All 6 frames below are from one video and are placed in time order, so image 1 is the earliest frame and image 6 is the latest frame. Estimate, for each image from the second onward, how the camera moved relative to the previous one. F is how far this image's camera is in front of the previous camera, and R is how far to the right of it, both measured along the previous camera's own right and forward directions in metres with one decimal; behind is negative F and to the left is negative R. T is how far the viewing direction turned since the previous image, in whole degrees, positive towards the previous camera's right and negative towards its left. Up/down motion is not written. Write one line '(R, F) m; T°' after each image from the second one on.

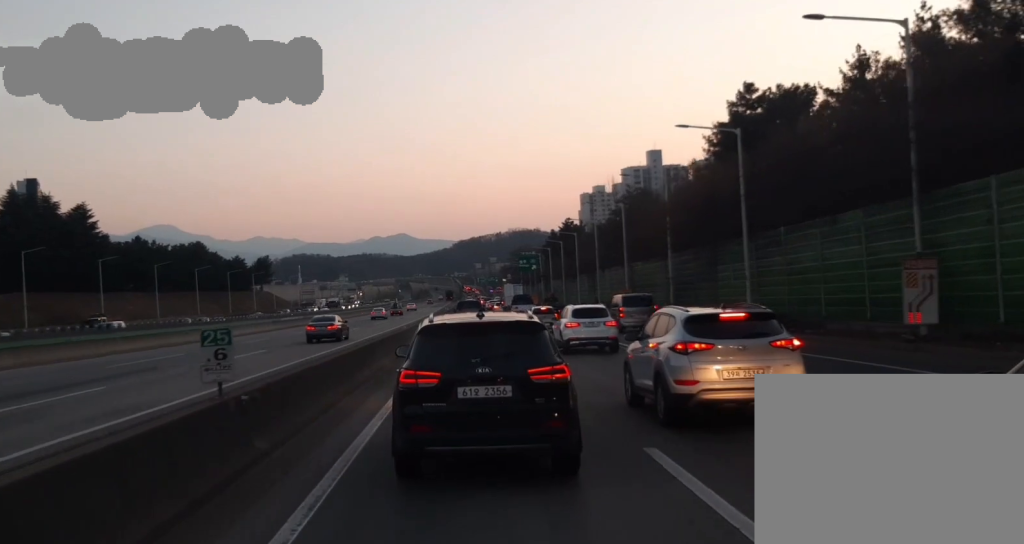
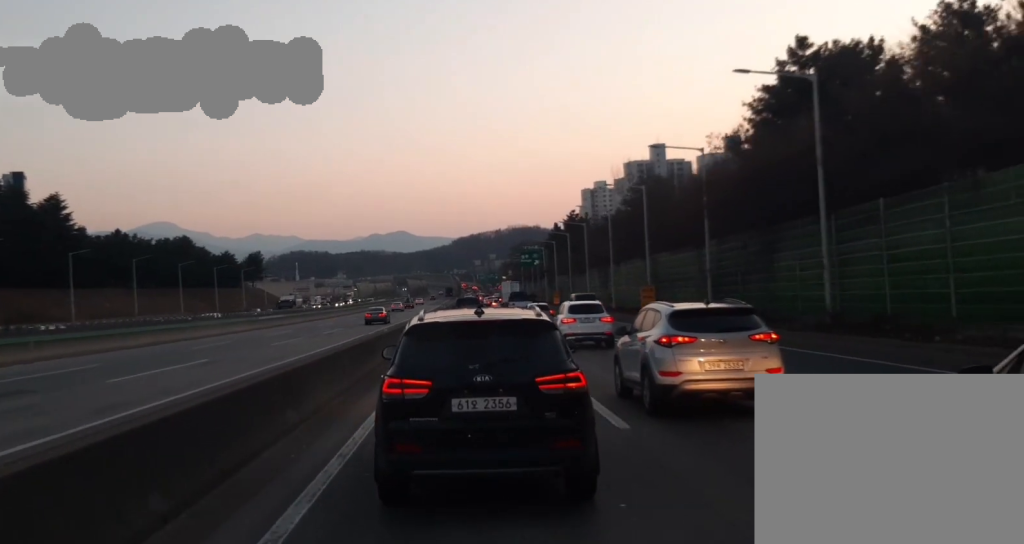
(0.0, +10.8) m; 0°
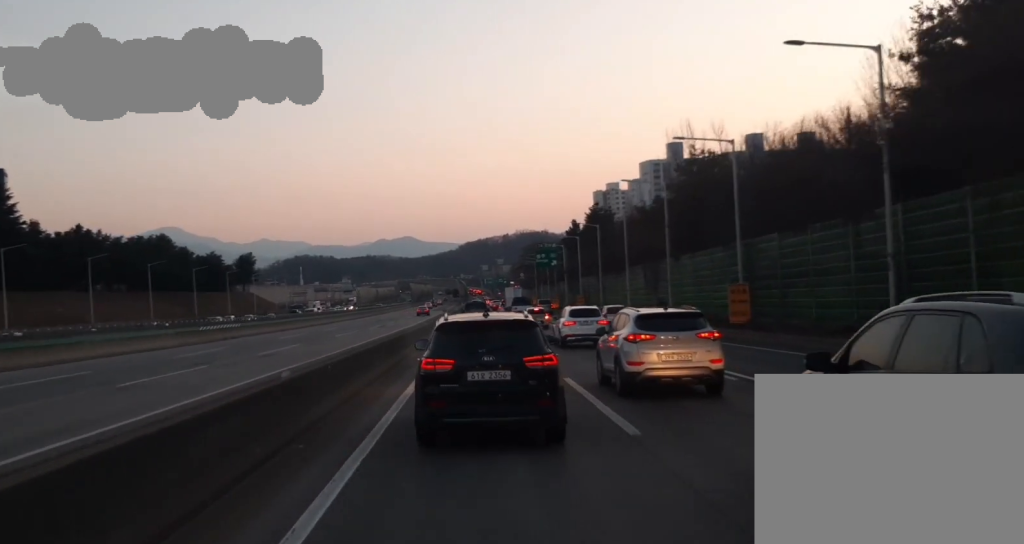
(0.0, +23.3) m; -2°
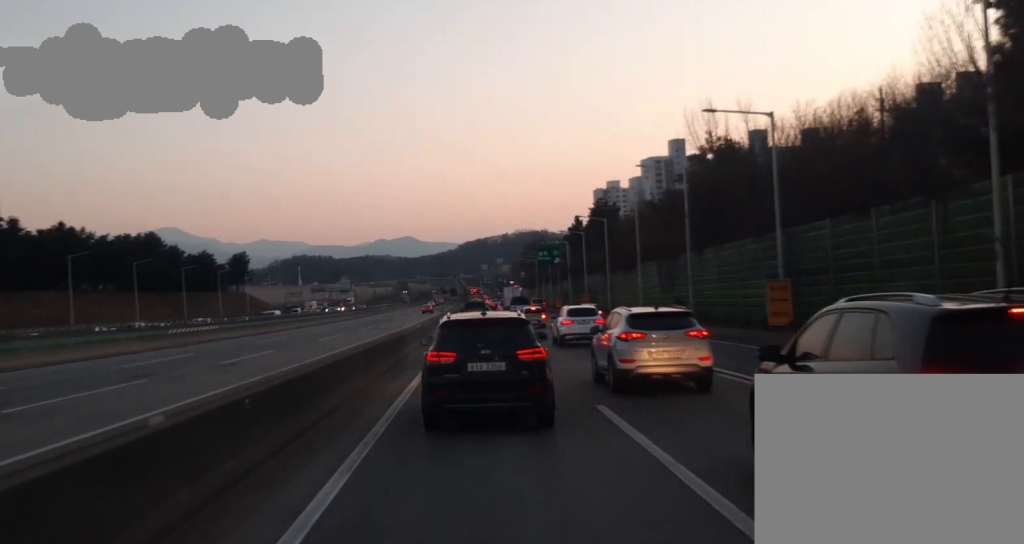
(-0.2, +6.8) m; -1°
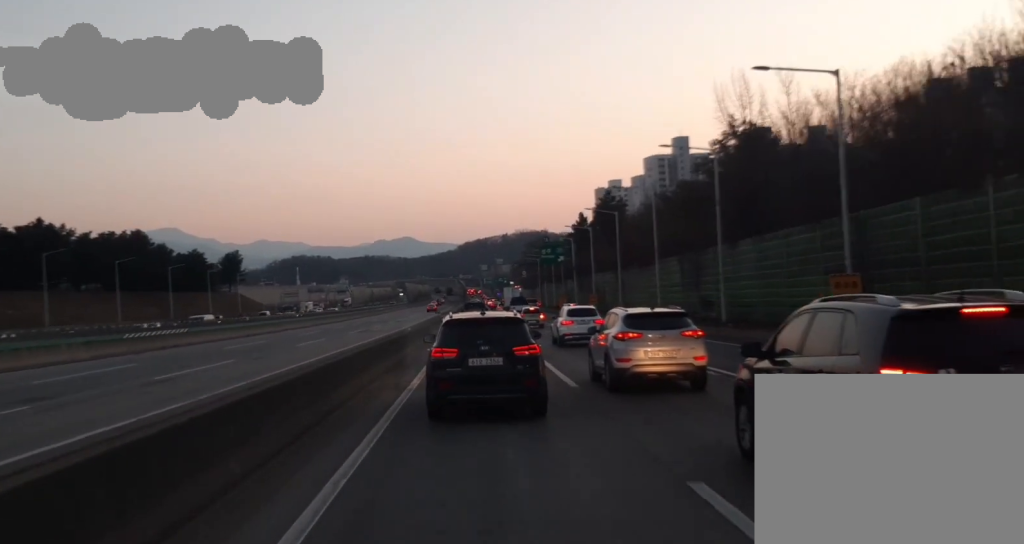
(-0.1, +6.8) m; -1°
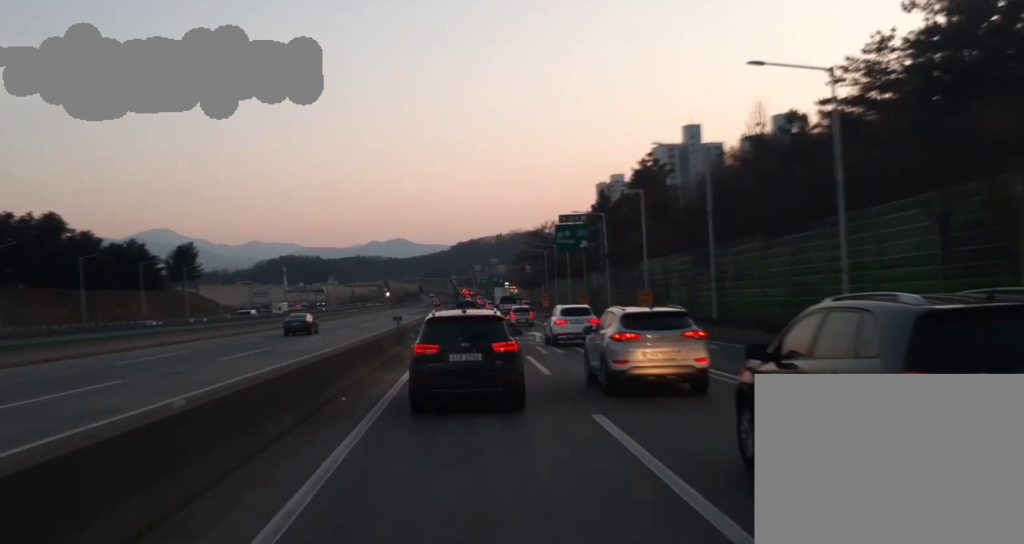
(+0.6, +33.1) m; +1°
